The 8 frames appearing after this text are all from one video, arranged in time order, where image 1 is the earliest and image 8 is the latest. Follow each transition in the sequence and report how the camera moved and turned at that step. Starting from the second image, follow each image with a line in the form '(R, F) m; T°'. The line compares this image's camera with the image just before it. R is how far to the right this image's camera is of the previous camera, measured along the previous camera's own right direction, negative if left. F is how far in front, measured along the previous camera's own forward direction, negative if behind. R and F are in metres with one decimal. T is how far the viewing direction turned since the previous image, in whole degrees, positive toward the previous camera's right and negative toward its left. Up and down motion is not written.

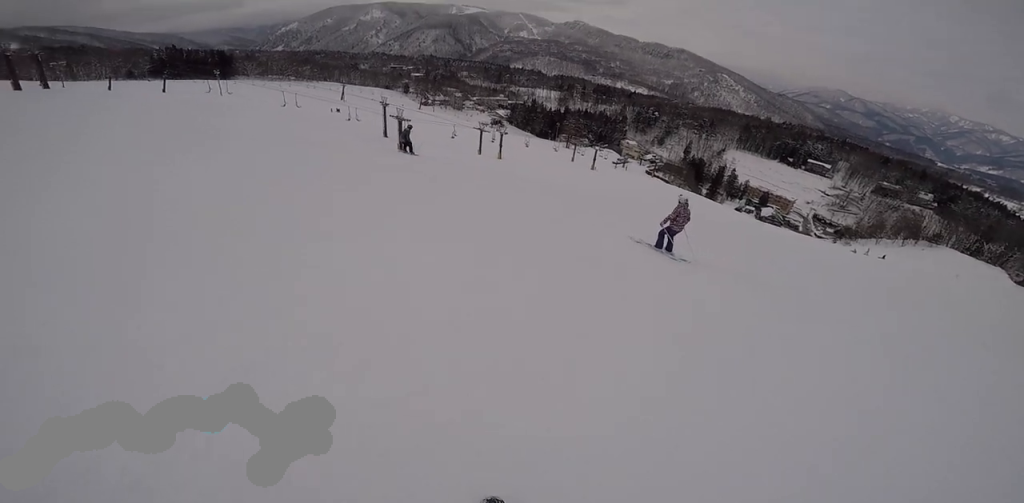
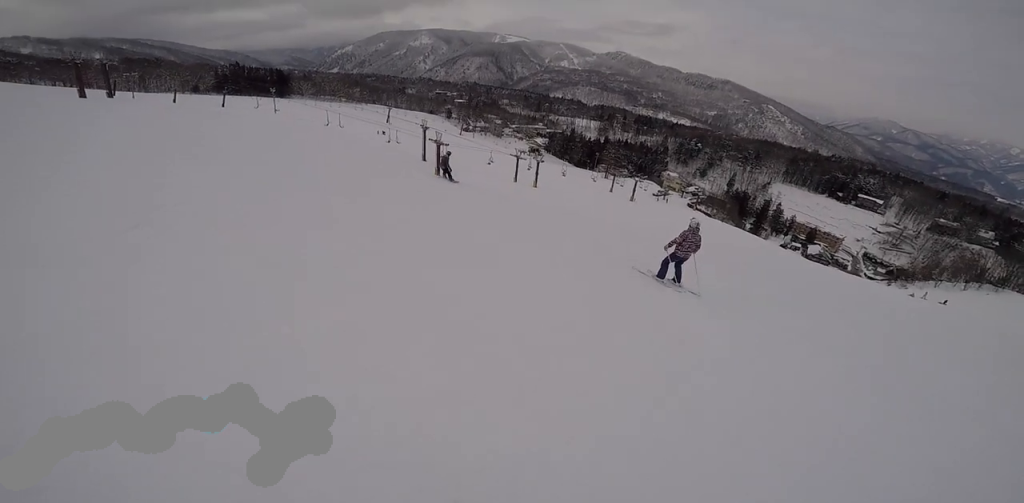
(-0.3, +1.6) m; -10°
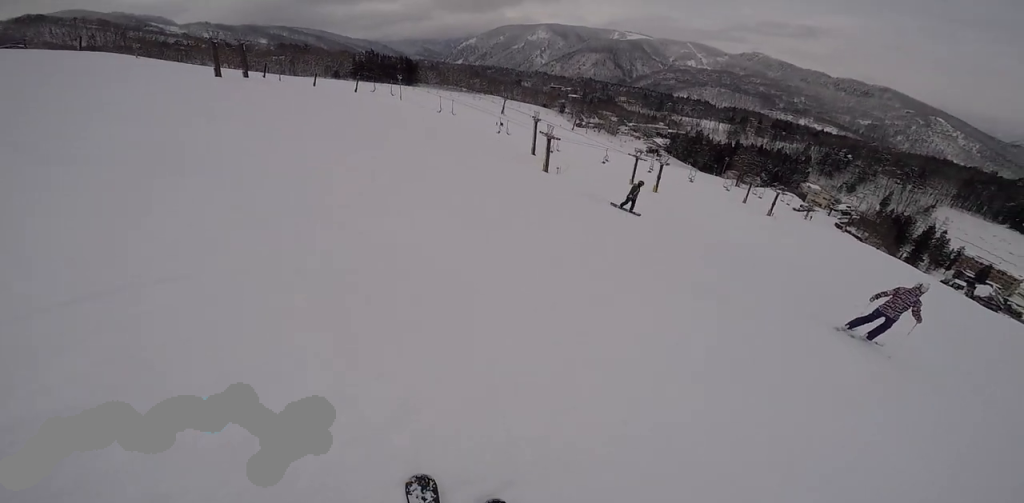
(-0.7, +6.0) m; -4°
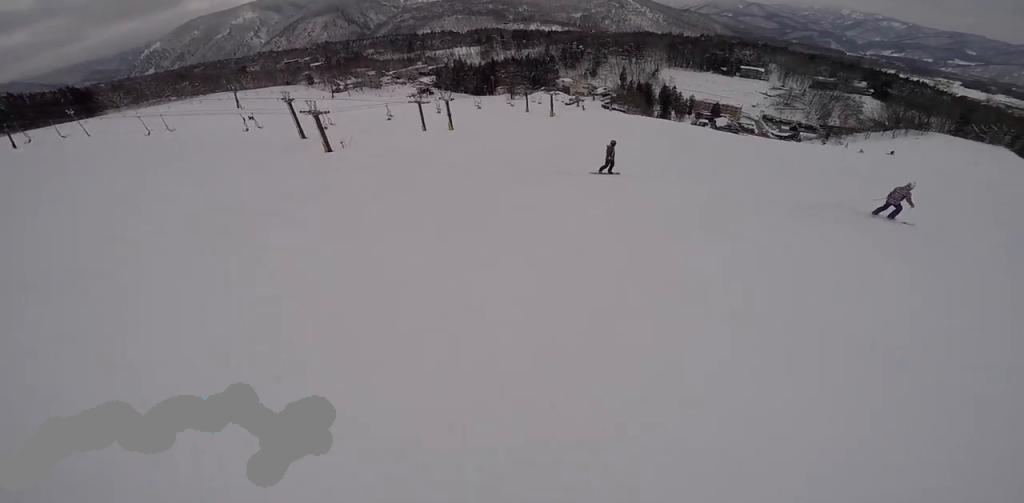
(+1.0, +5.3) m; +30°
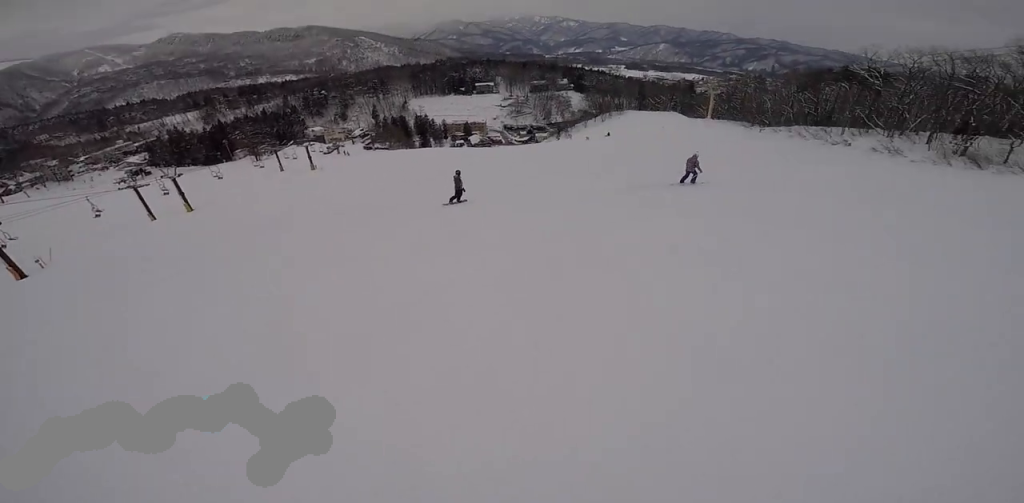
(+0.3, +2.5) m; +16°
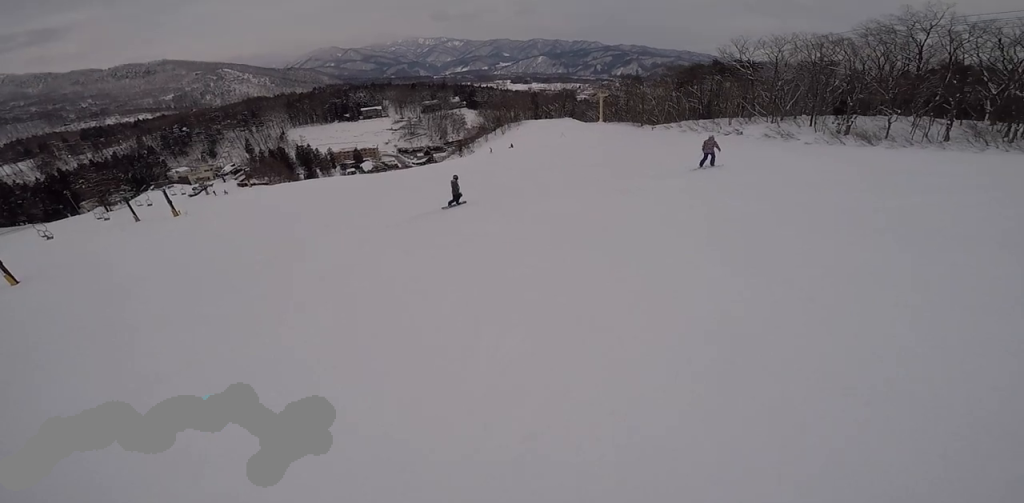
(+1.4, +6.2) m; +19°
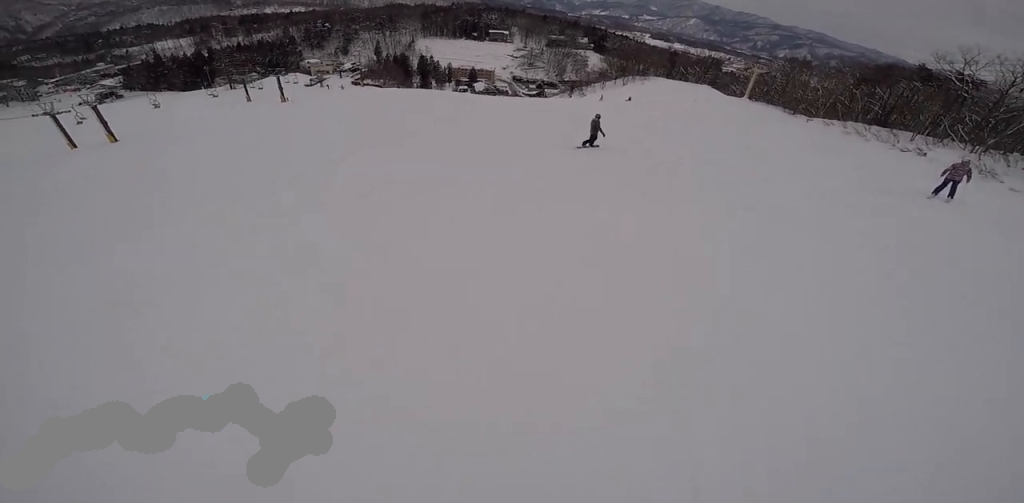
(+0.8, +4.9) m; -13°
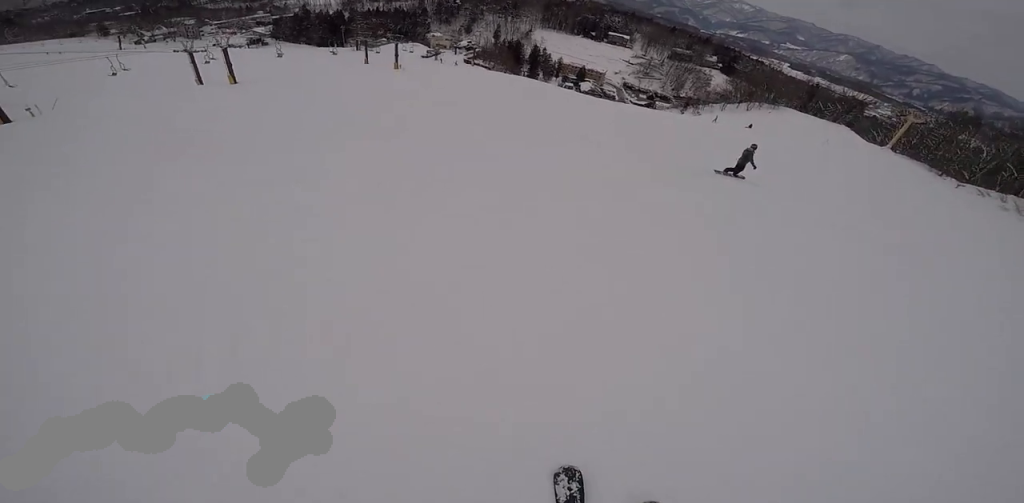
(-1.0, +3.3) m; -14°
